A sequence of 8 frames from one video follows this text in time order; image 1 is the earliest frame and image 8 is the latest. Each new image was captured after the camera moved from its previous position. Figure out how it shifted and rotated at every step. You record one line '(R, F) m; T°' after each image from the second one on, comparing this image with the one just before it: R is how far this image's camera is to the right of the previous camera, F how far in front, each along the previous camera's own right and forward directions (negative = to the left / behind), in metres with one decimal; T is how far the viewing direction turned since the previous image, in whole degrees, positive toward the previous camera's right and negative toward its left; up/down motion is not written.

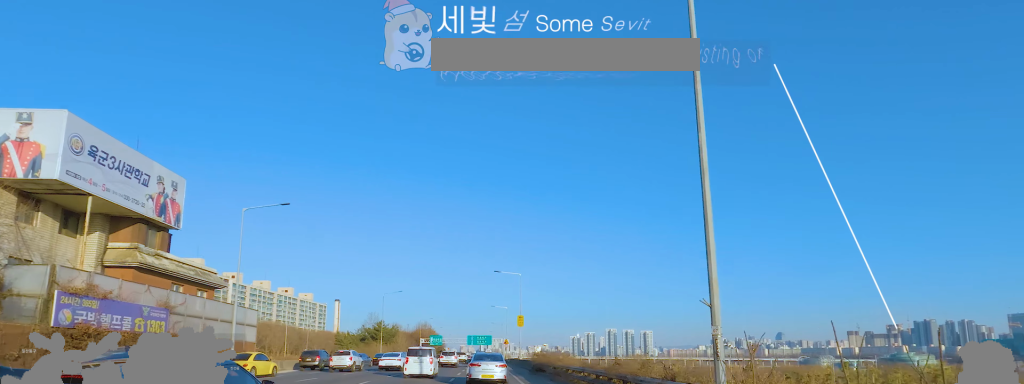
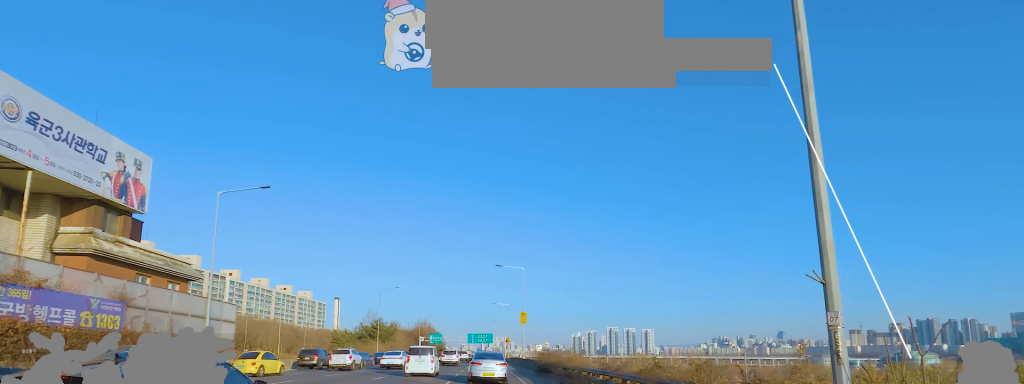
(-0.5, +4.1) m; 0°
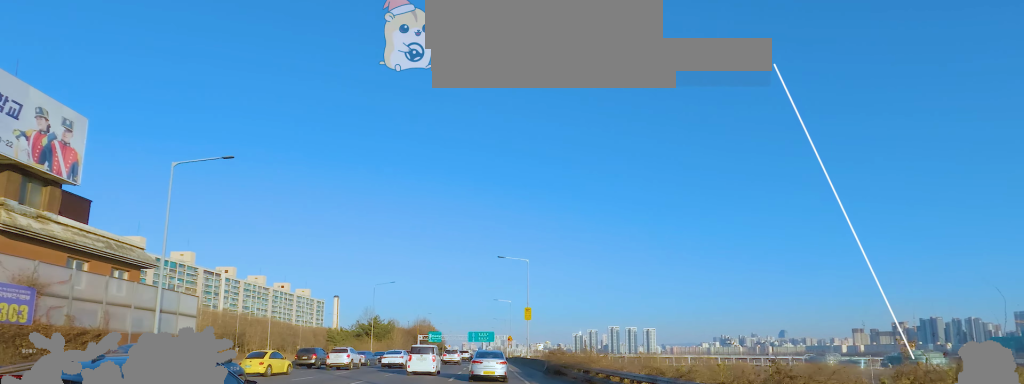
(-0.8, +5.7) m; +1°
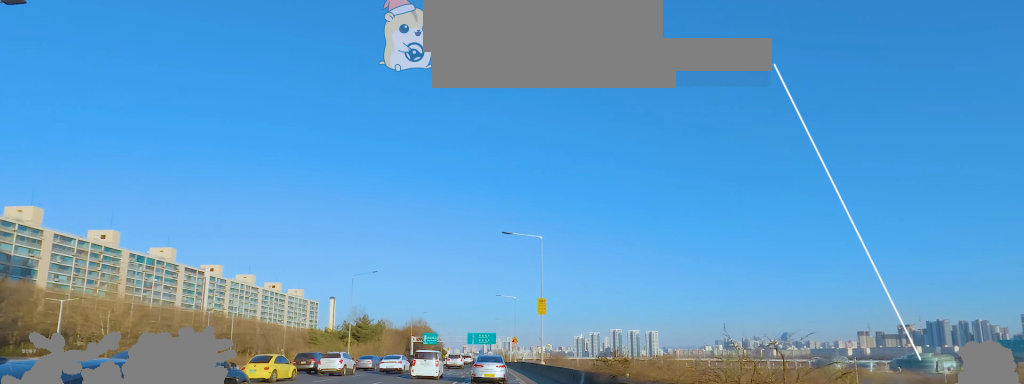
(+0.7, +15.2) m; 0°
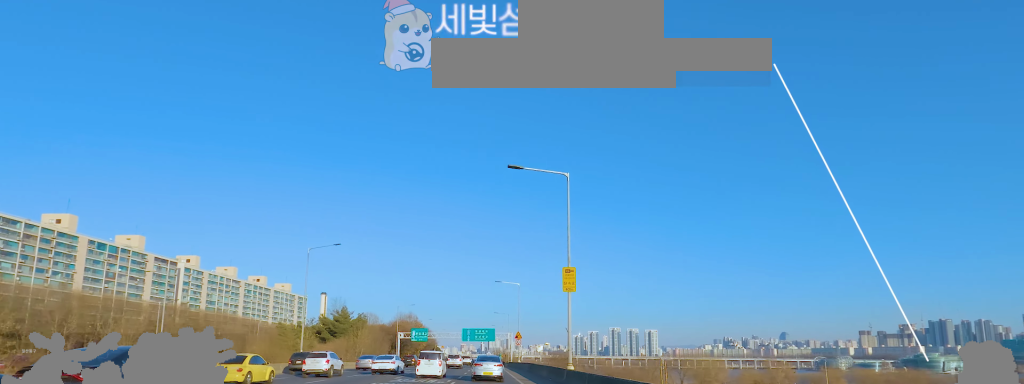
(+0.7, +17.6) m; +1°
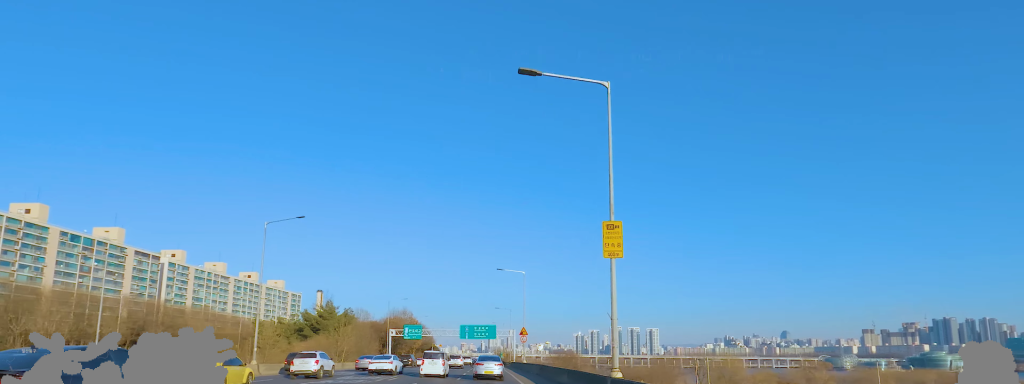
(-1.2, +11.0) m; 0°
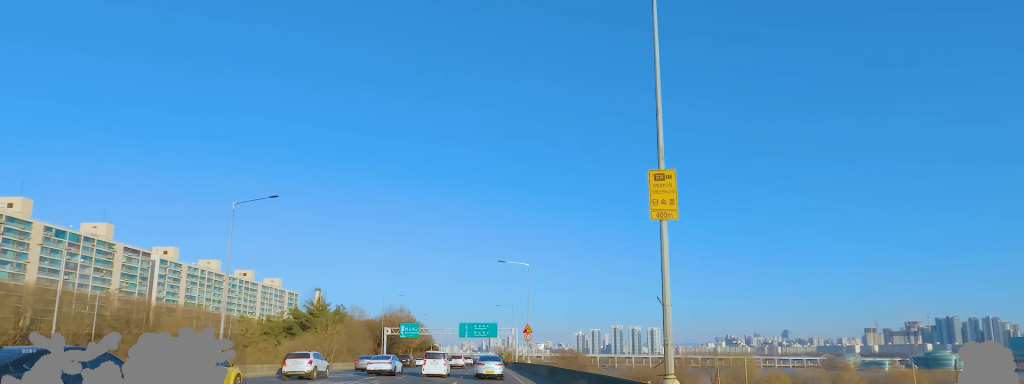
(+0.8, +6.0) m; 0°
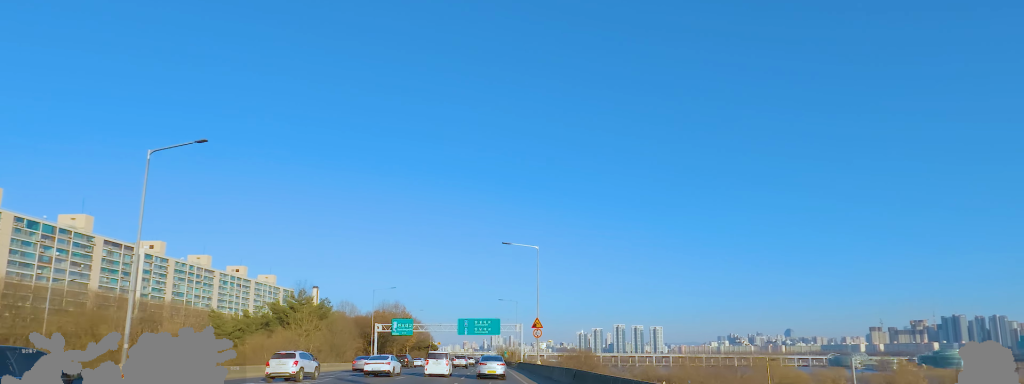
(0.0, +10.2) m; 0°
